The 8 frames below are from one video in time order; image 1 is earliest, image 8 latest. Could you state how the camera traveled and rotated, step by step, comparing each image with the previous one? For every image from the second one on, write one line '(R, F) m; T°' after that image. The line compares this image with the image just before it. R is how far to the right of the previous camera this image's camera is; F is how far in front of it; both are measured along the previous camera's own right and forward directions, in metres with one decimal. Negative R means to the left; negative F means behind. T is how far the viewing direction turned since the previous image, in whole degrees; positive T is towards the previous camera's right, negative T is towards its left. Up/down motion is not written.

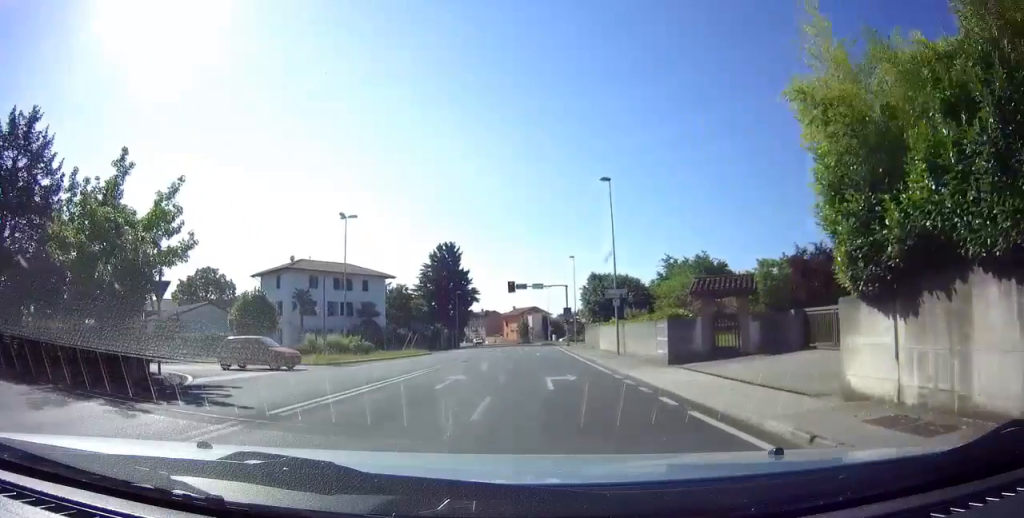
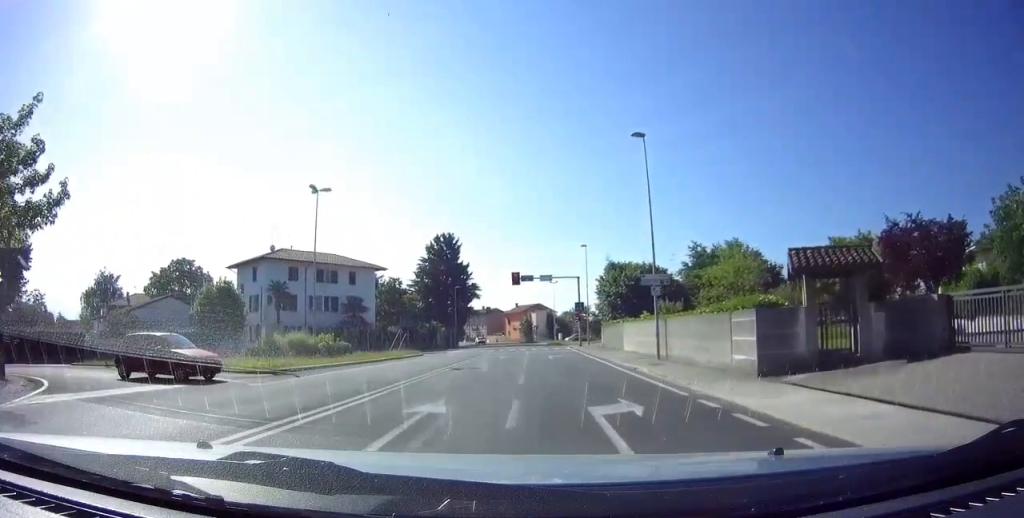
(0.0, +6.0) m; 0°
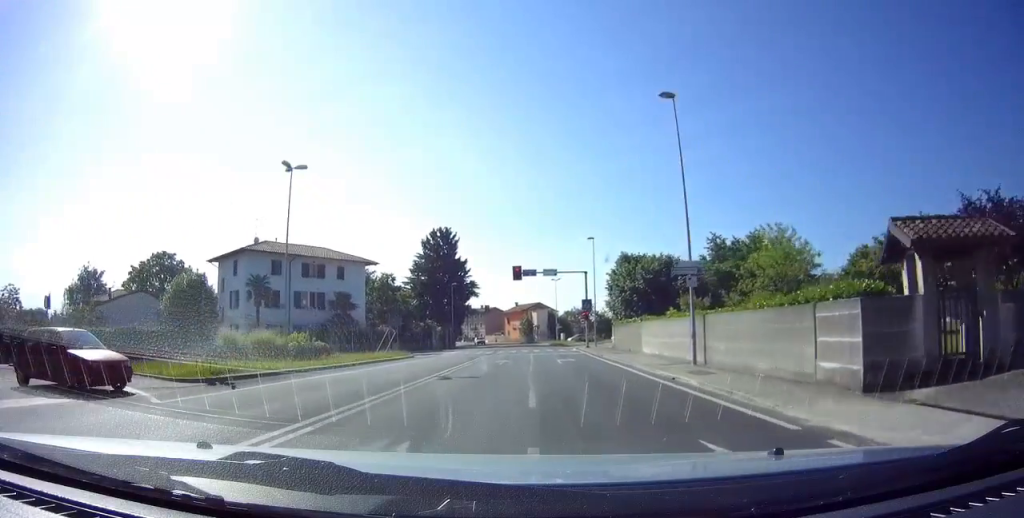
(-0.1, +3.7) m; 0°
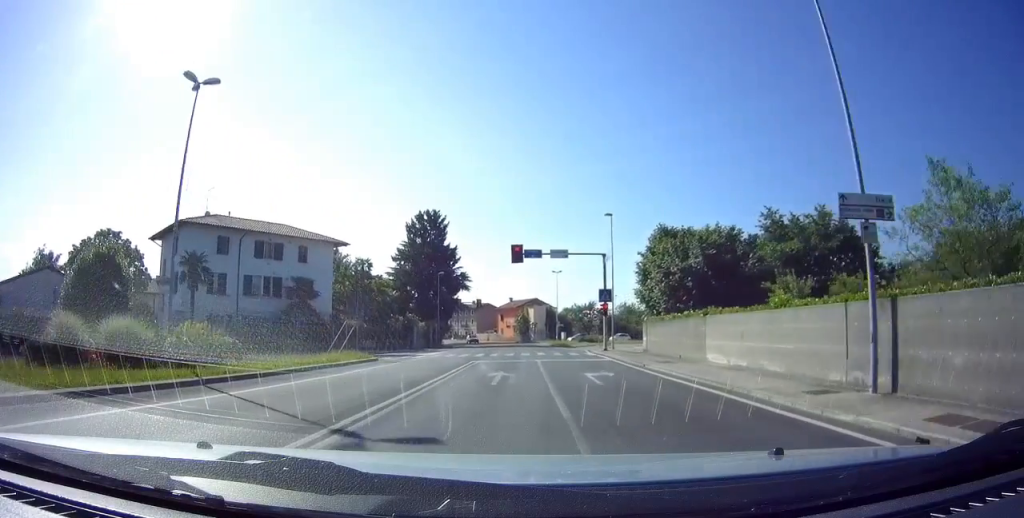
(+0.1, +7.1) m; +2°
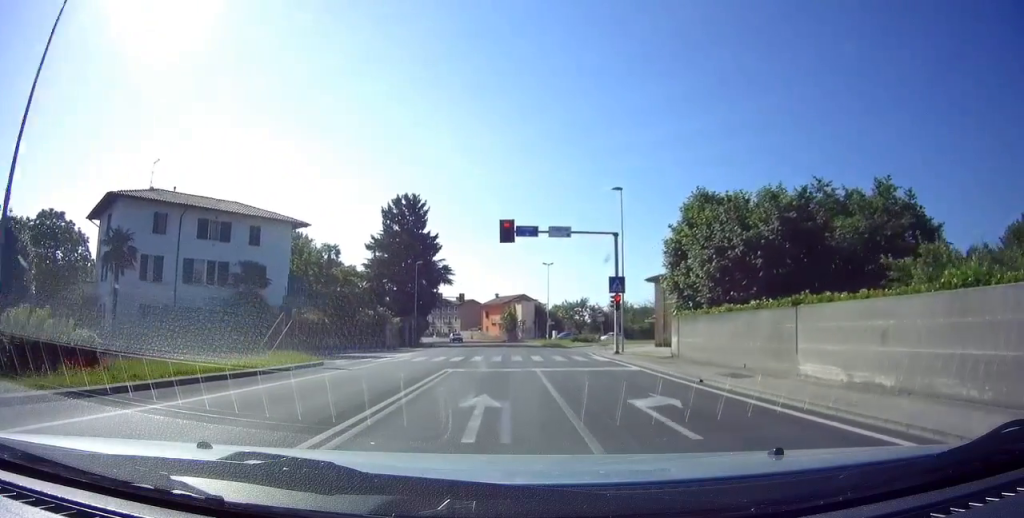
(+0.1, +4.9) m; +2°
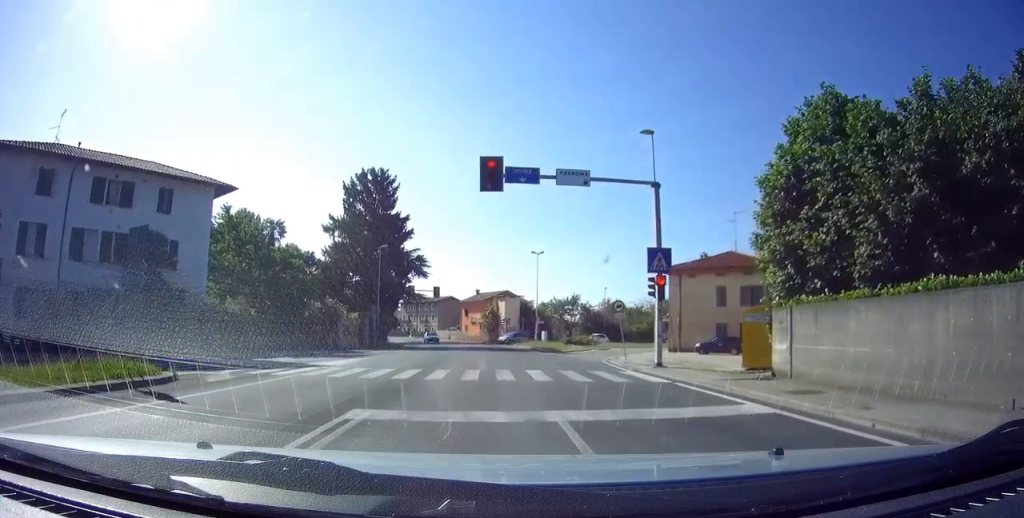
(-0.1, +5.3) m; -5°
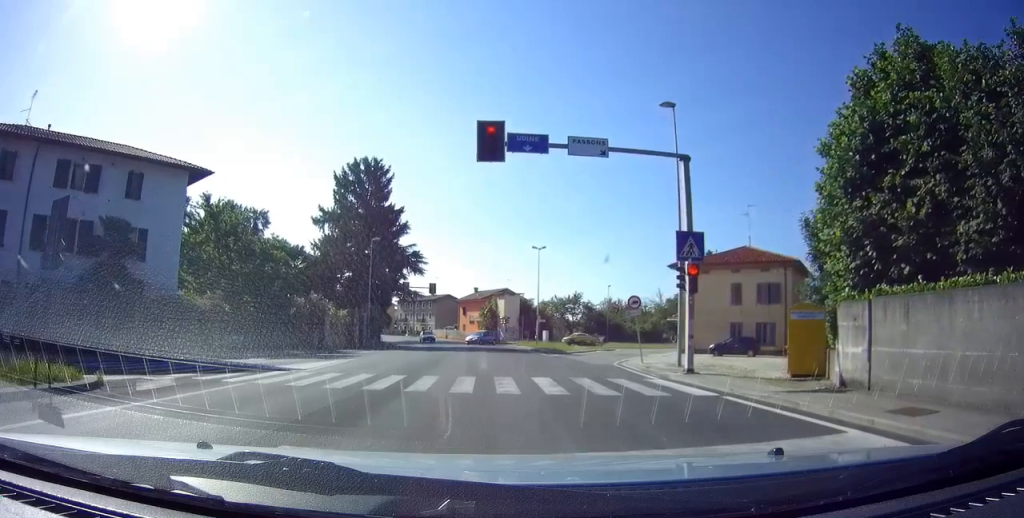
(-0.2, +0.1) m; 0°
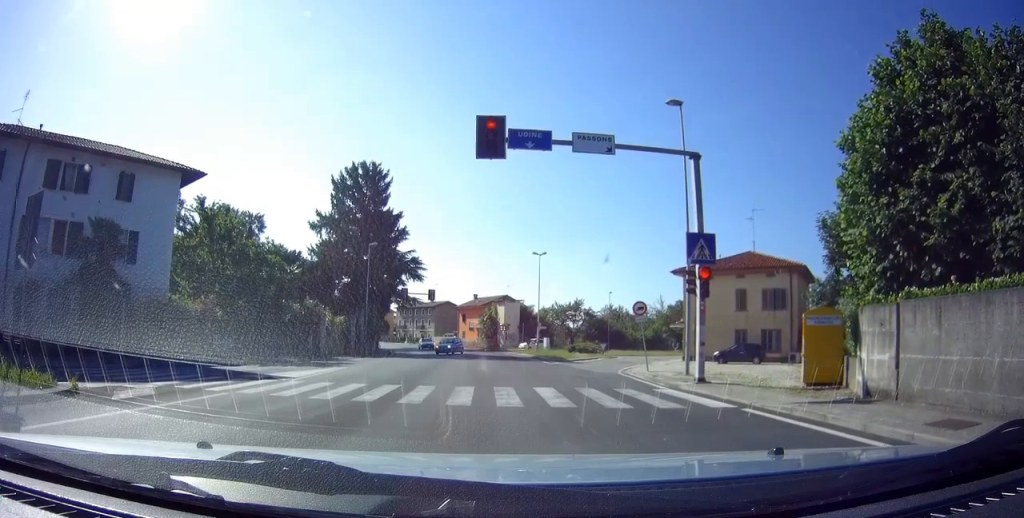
(0.0, +0.5) m; 0°
